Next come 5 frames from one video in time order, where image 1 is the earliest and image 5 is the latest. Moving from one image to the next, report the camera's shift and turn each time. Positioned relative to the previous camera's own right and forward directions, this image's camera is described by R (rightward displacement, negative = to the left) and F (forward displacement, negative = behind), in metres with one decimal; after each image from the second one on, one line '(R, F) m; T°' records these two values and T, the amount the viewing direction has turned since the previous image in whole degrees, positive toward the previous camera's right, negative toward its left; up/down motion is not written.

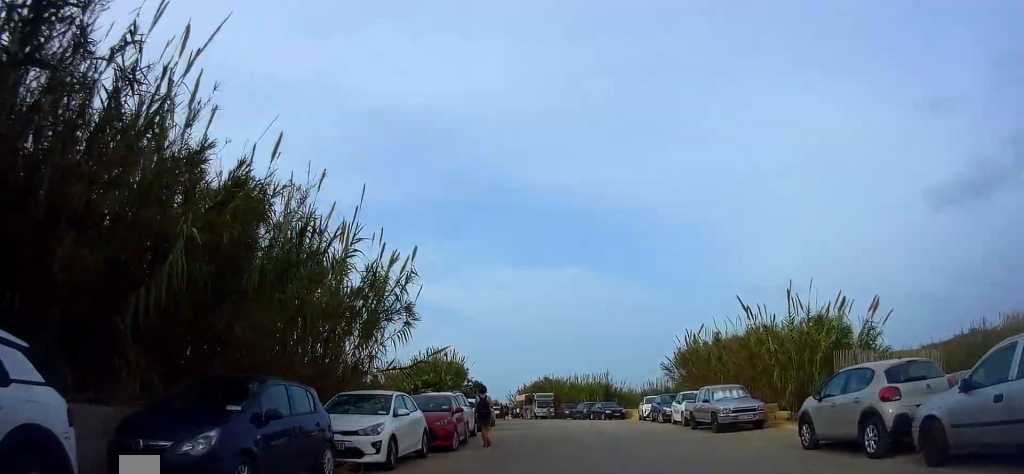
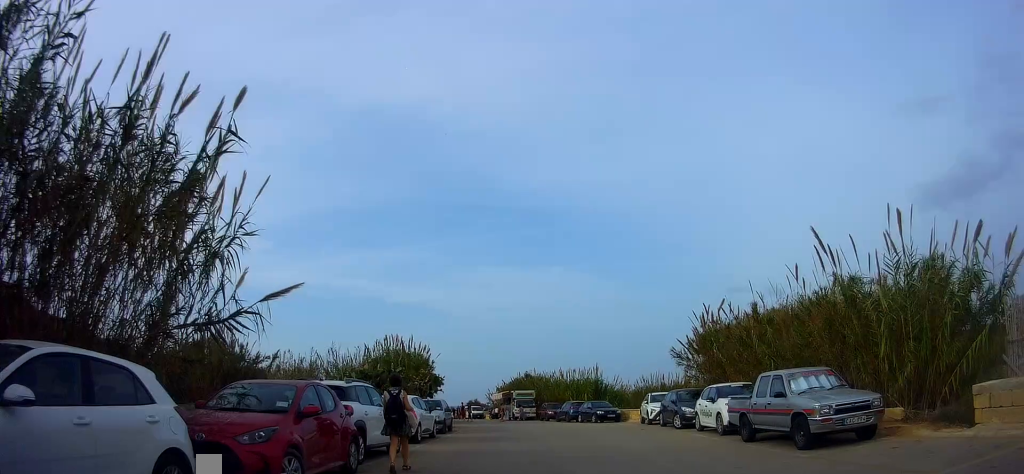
(+0.5, +8.0) m; +7°
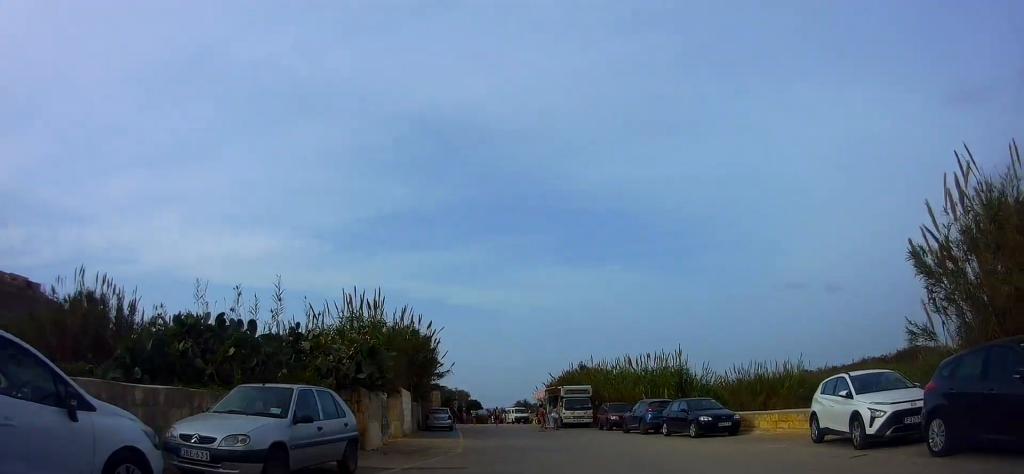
(-1.6, +15.3) m; -7°
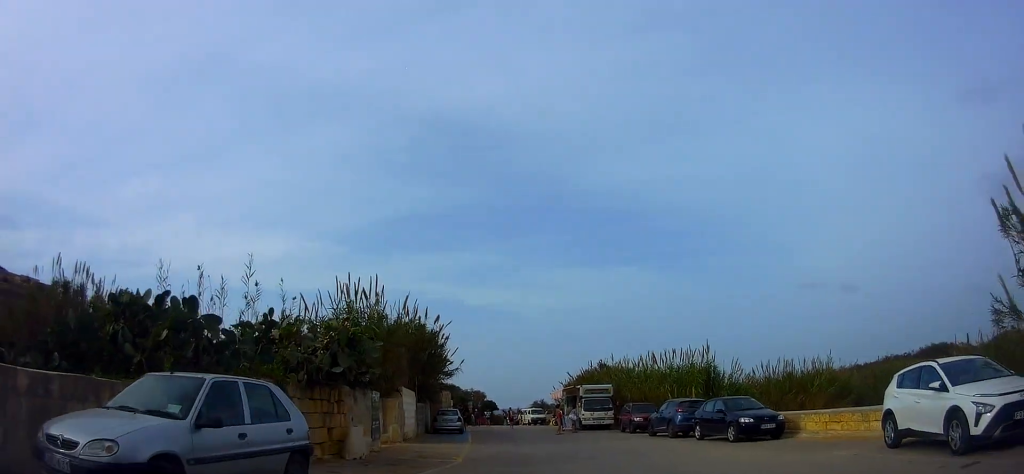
(-0.3, +2.6) m; 0°
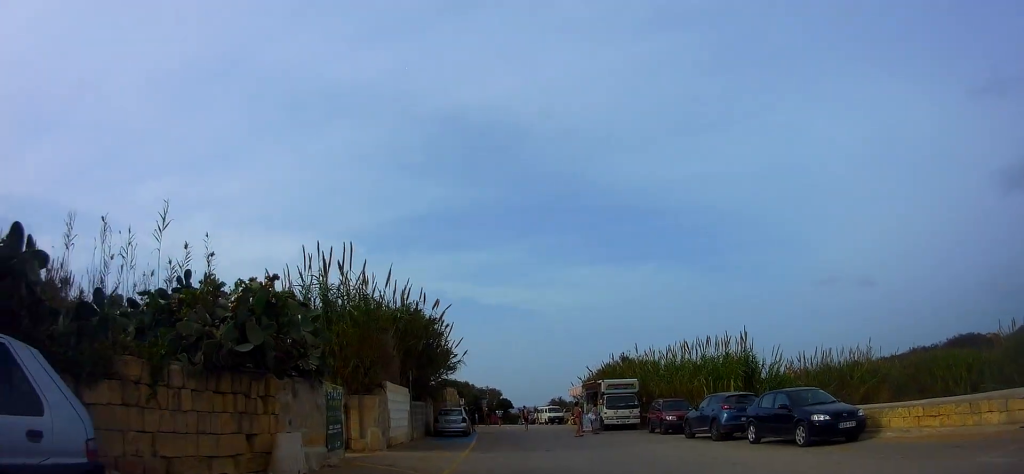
(+0.4, +4.0) m; -3°
